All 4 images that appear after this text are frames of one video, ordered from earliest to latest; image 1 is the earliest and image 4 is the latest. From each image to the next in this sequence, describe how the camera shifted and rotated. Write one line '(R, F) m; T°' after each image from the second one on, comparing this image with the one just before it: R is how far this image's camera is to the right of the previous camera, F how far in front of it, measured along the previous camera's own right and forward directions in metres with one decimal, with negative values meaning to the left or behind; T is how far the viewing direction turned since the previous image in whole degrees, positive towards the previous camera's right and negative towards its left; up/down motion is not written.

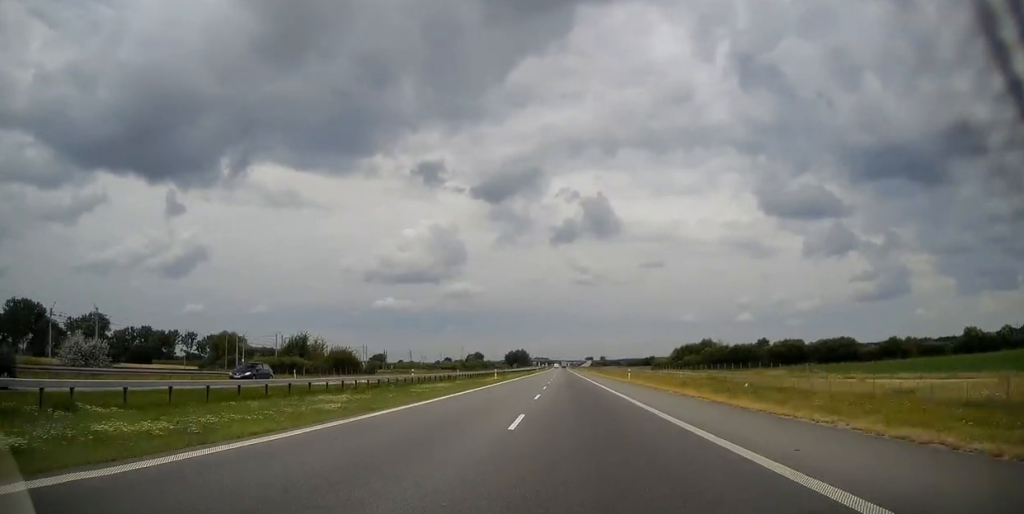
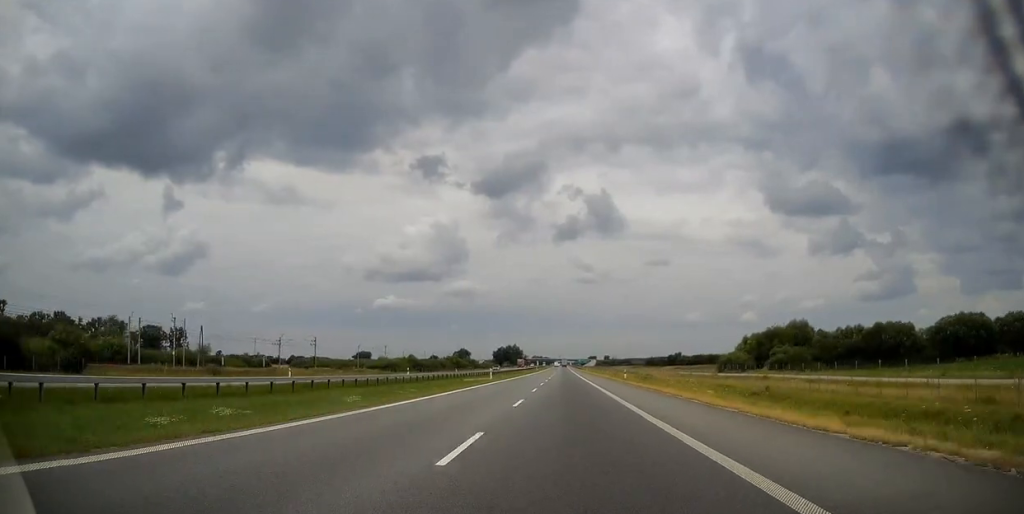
(-0.1, +100.7) m; 0°
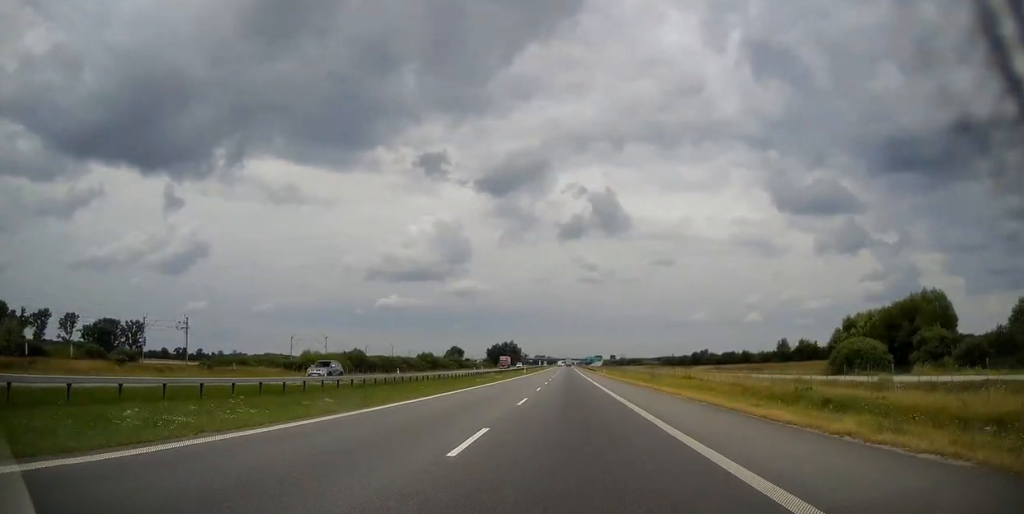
(-0.2, +58.9) m; 0°
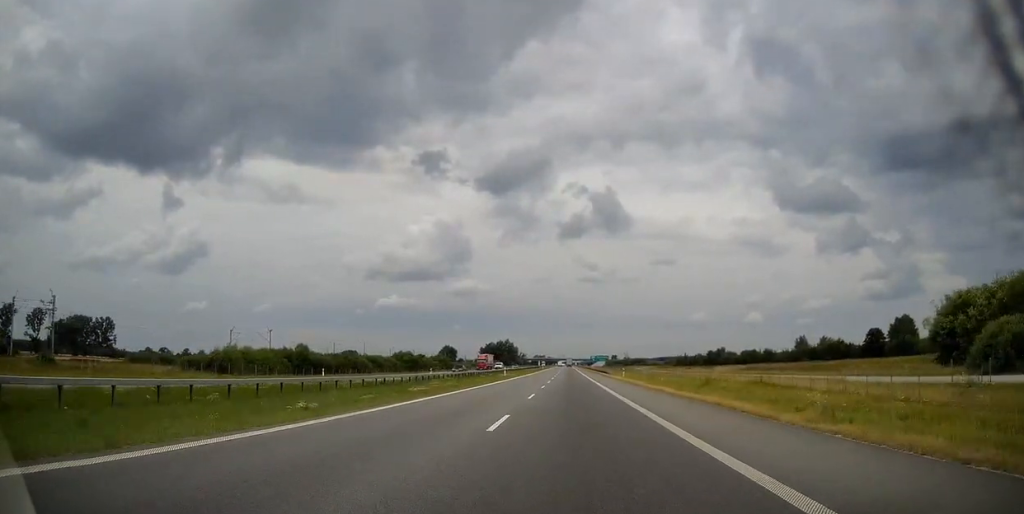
(0.0, +32.3) m; 0°
